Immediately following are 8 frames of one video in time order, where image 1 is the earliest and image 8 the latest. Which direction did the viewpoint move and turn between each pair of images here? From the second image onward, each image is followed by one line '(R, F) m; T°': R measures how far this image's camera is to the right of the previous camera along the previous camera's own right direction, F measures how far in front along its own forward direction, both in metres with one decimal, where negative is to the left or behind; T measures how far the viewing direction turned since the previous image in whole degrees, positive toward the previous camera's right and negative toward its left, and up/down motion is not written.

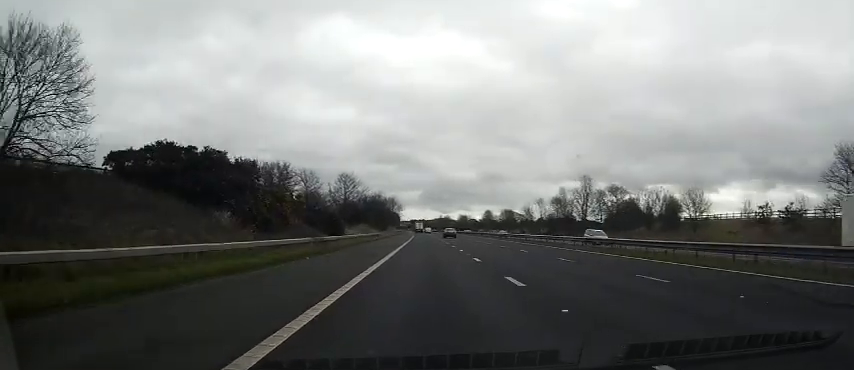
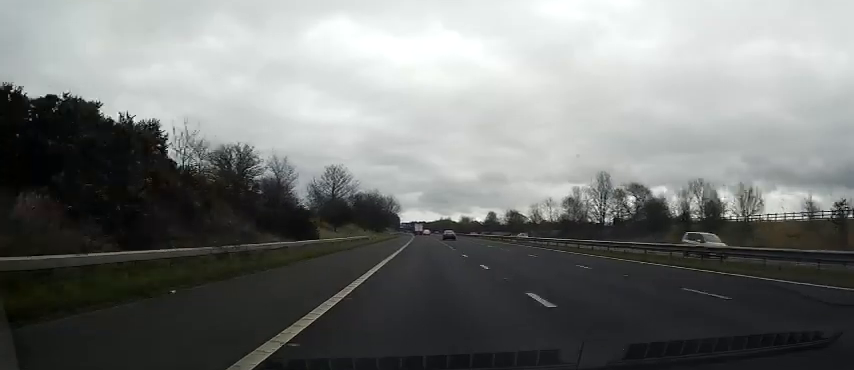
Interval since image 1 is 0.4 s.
(+0.1, +11.3) m; 0°
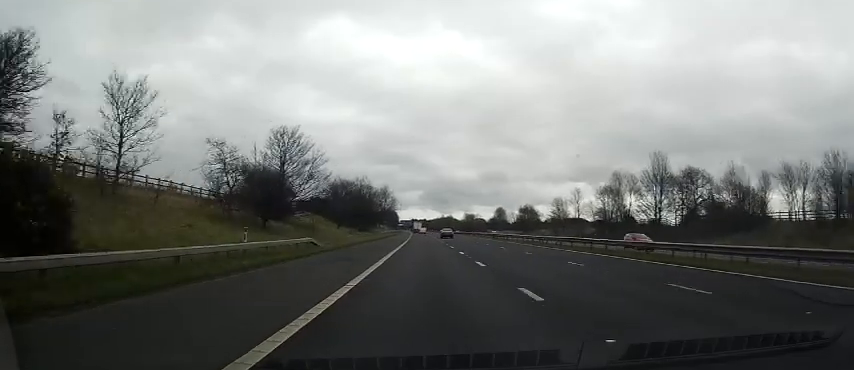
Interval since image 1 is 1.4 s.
(+0.1, +25.8) m; 0°
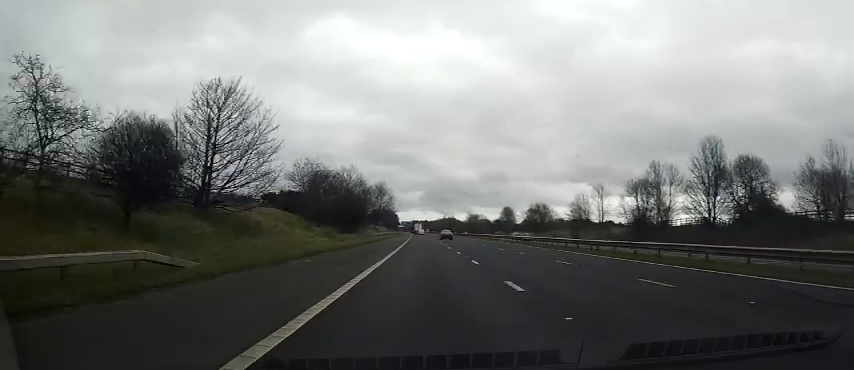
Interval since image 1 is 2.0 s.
(0.0, +16.8) m; -1°
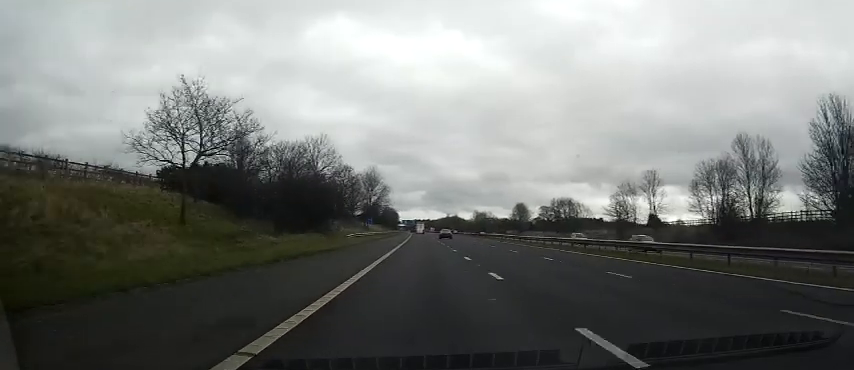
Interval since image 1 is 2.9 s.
(-0.2, +23.5) m; -1°
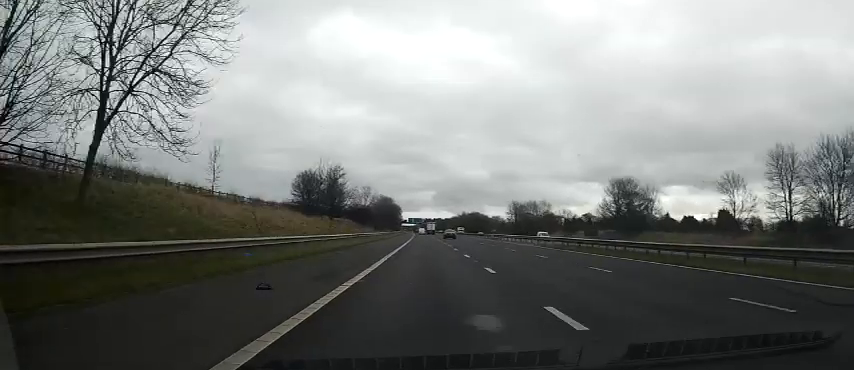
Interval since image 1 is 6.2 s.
(0.0, +87.5) m; 0°
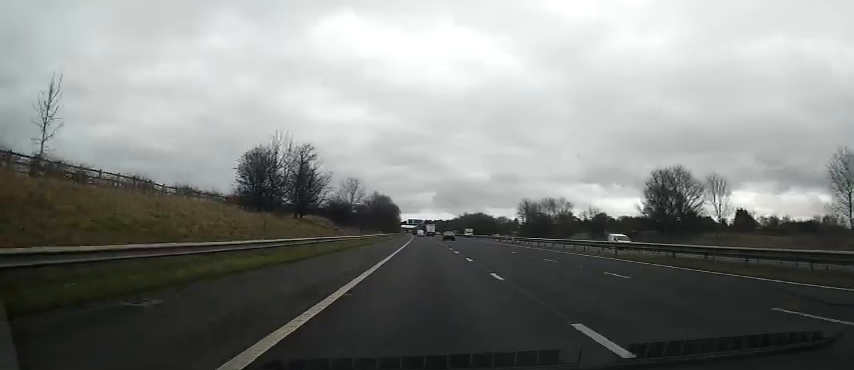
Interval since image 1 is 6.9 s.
(-0.1, +18.6) m; -1°
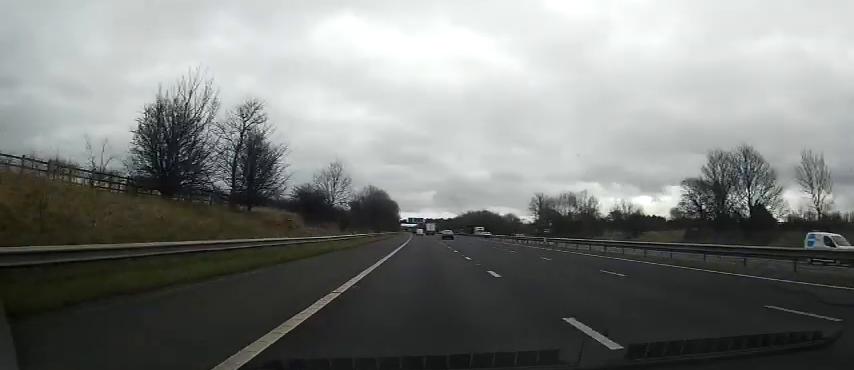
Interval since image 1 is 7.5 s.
(0.0, +17.4) m; -1°
